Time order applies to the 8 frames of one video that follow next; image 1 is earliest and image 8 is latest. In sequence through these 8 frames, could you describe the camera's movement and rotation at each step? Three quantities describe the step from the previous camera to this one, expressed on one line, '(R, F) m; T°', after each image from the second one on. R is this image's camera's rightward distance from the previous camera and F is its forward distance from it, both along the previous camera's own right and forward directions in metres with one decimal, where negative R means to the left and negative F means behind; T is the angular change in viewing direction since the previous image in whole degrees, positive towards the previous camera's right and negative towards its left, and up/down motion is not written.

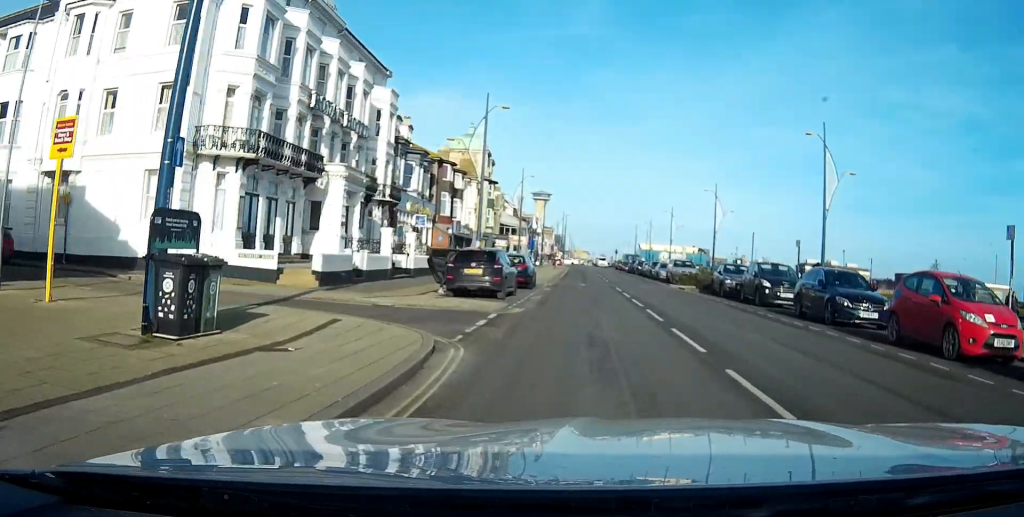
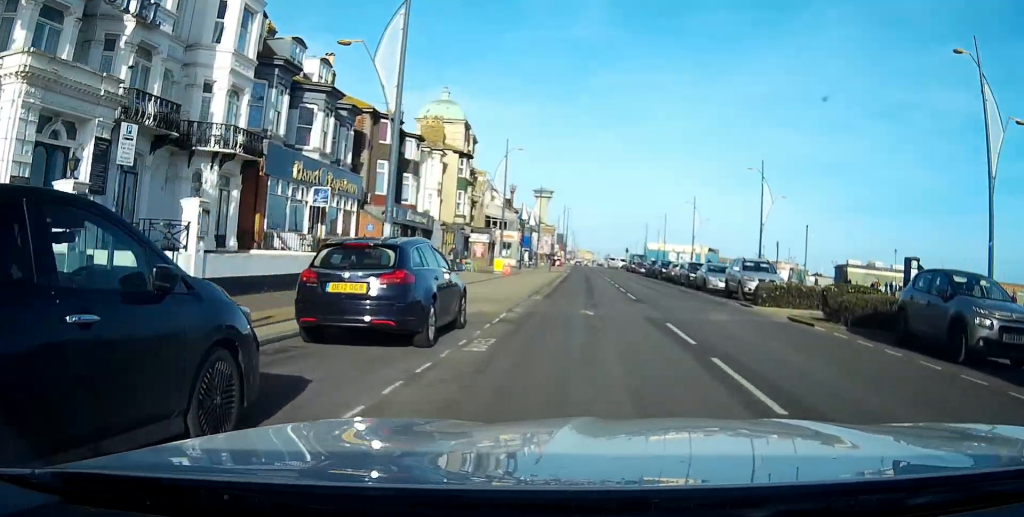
(+0.1, +20.2) m; +1°
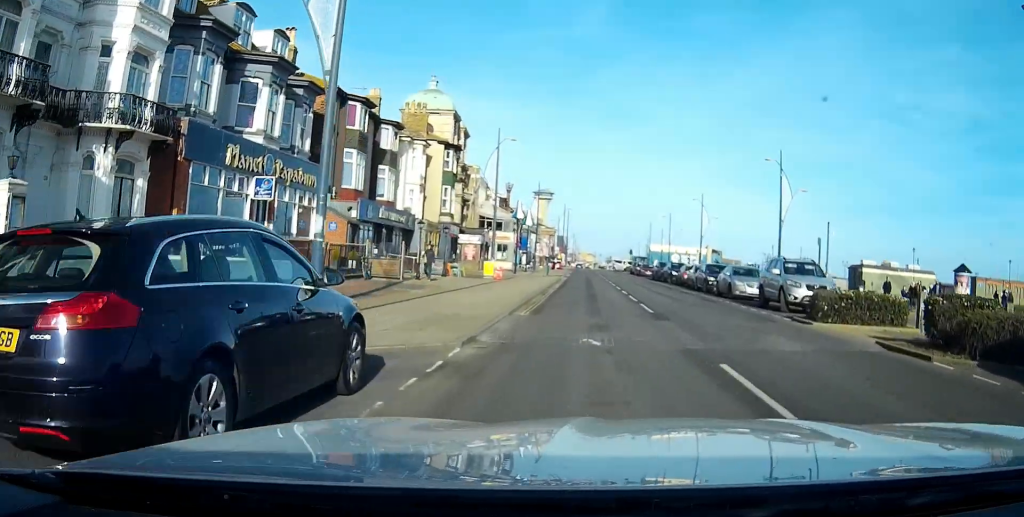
(+0.1, +5.8) m; 0°
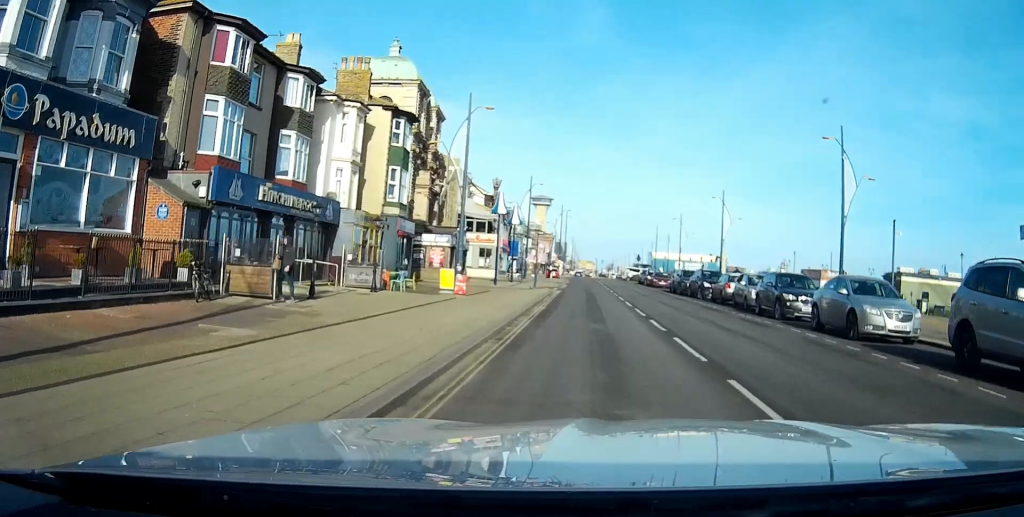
(-0.1, +13.9) m; -1°
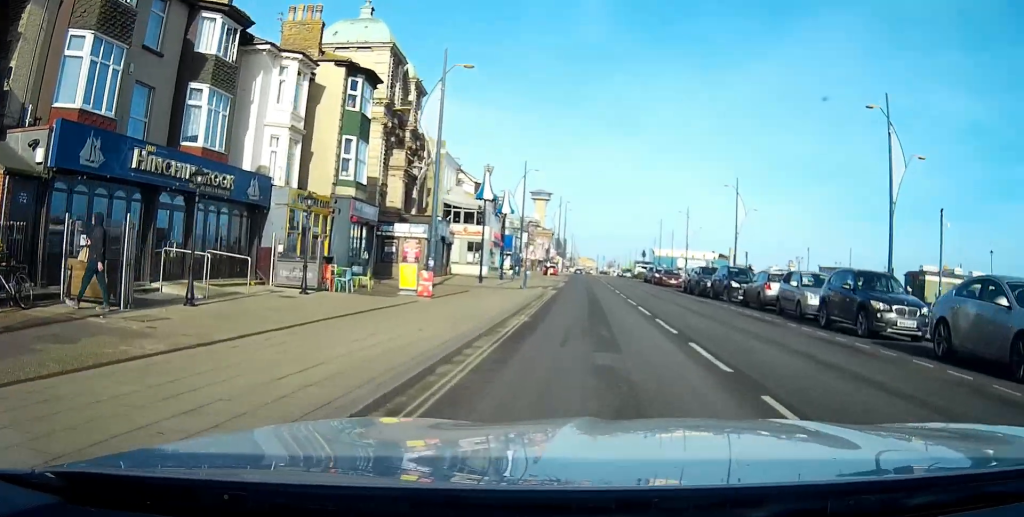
(0.0, +7.3) m; 0°
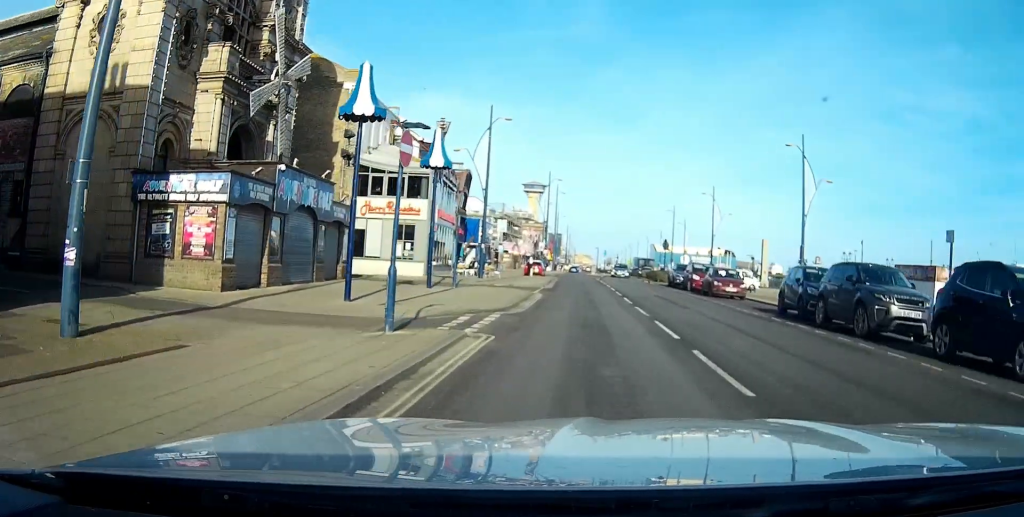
(0.0, +23.9) m; 0°
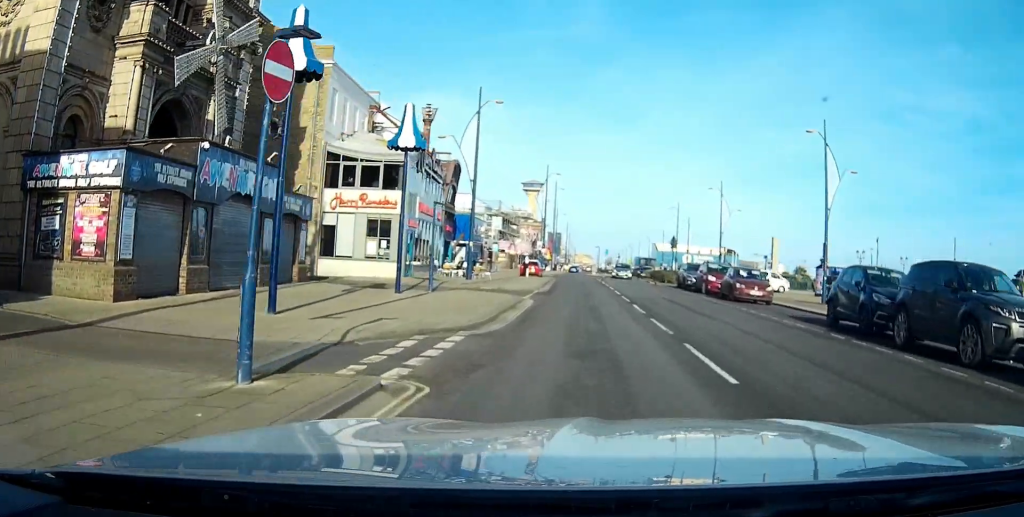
(0.0, +5.0) m; 0°
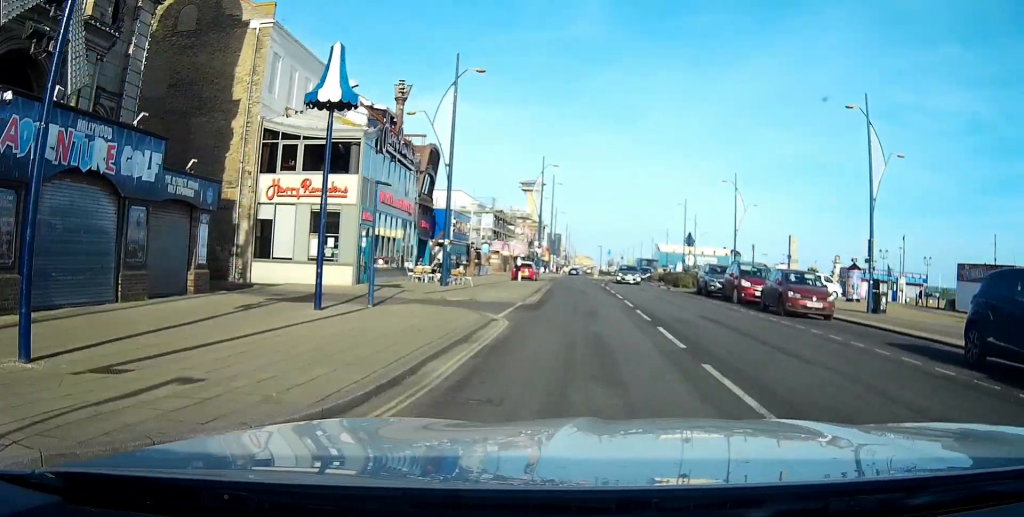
(-0.1, +7.7) m; 0°
